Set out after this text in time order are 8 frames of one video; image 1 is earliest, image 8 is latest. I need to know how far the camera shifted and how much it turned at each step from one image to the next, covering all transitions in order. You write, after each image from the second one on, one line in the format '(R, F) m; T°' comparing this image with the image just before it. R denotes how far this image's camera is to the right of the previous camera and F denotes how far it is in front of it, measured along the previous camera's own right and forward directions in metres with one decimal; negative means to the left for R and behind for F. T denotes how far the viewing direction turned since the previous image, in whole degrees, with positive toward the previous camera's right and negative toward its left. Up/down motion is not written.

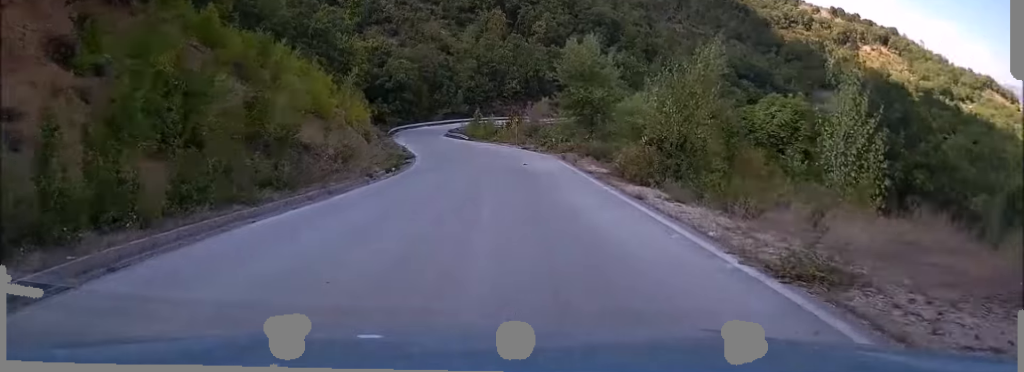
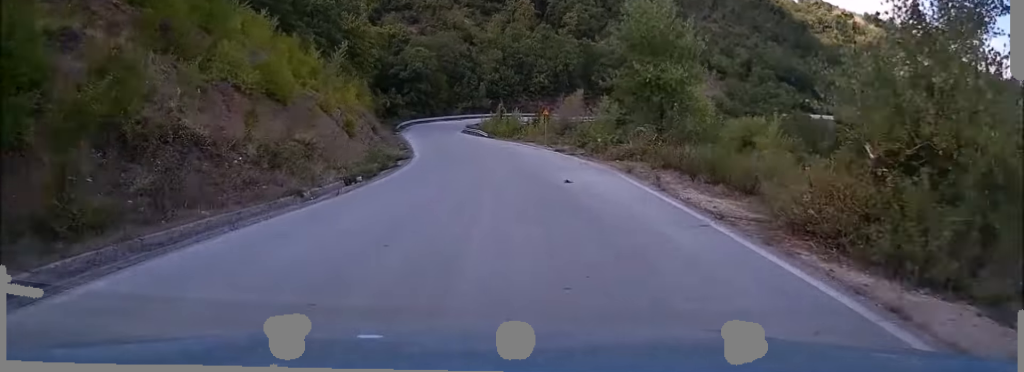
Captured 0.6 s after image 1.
(-0.2, +12.0) m; -1°
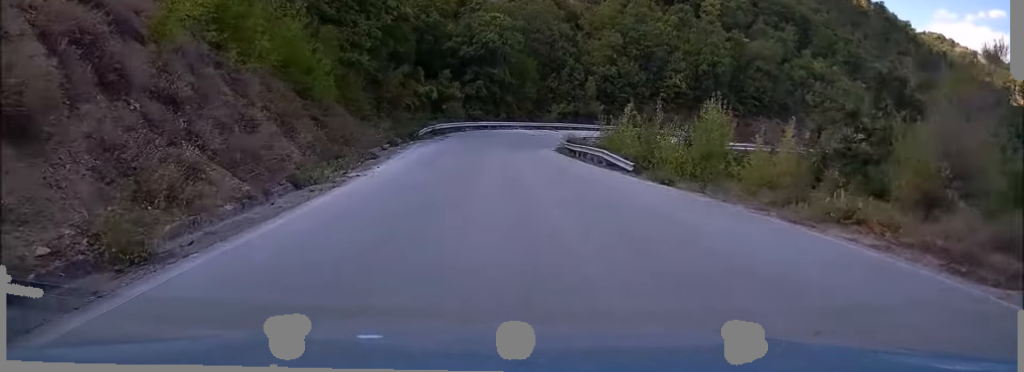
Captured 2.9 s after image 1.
(-2.4, +46.1) m; -5°
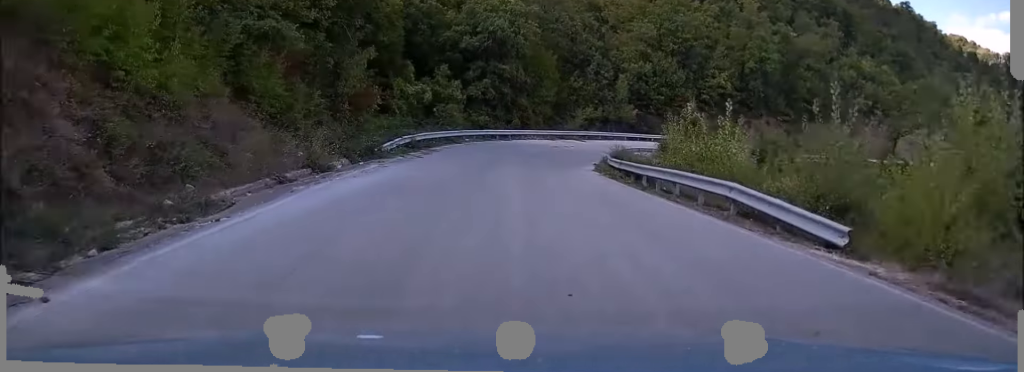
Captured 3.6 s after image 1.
(-0.2, +14.2) m; 0°
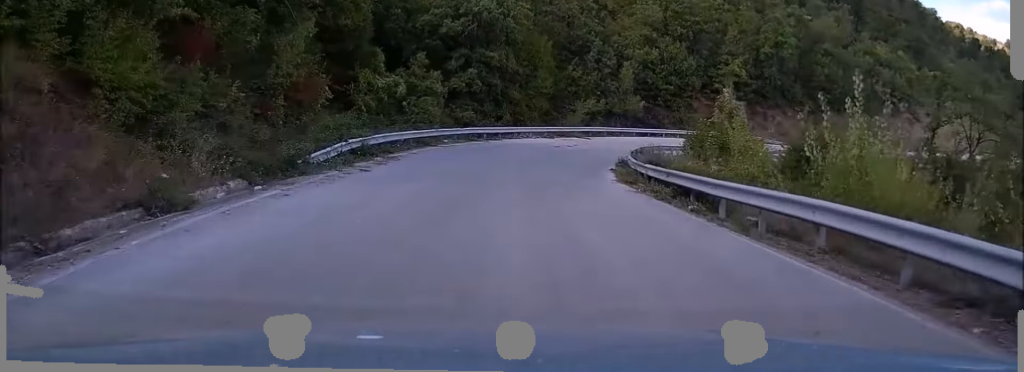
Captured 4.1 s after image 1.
(-0.2, +8.8) m; +1°
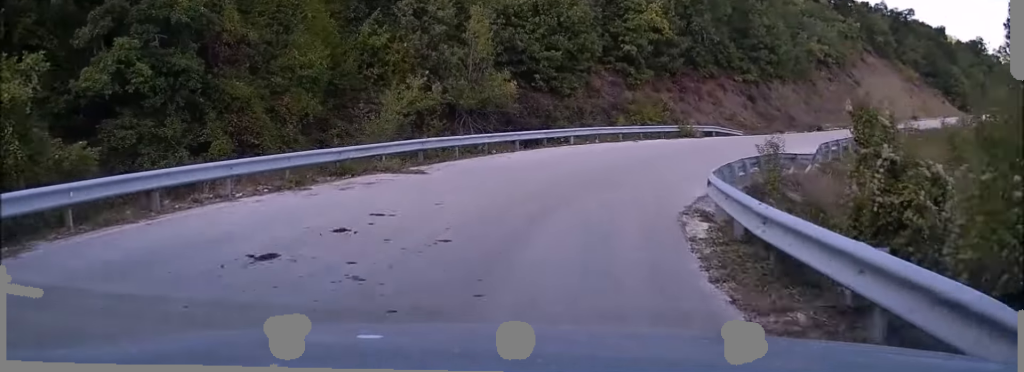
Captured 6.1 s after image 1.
(+3.1, +30.2) m; +18°
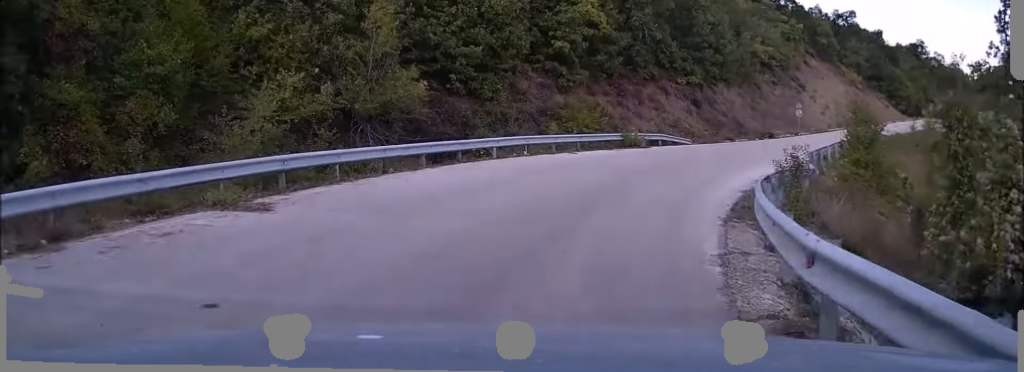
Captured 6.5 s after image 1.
(+0.5, +5.7) m; +7°
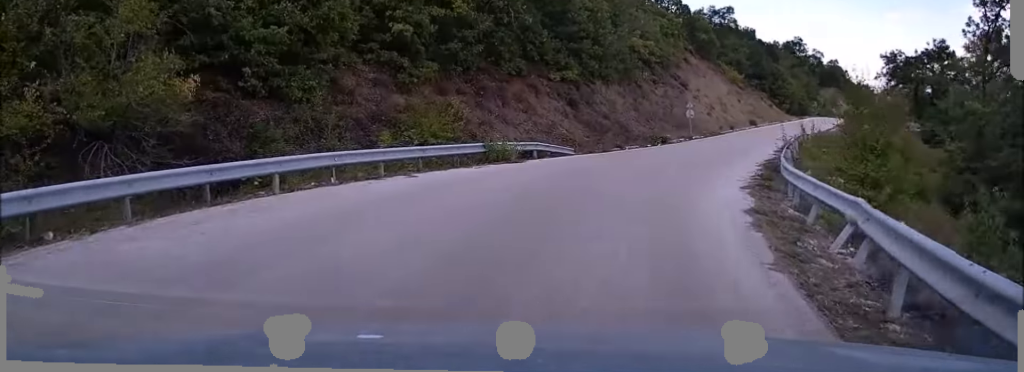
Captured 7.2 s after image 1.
(+0.5, +9.2) m; +13°
